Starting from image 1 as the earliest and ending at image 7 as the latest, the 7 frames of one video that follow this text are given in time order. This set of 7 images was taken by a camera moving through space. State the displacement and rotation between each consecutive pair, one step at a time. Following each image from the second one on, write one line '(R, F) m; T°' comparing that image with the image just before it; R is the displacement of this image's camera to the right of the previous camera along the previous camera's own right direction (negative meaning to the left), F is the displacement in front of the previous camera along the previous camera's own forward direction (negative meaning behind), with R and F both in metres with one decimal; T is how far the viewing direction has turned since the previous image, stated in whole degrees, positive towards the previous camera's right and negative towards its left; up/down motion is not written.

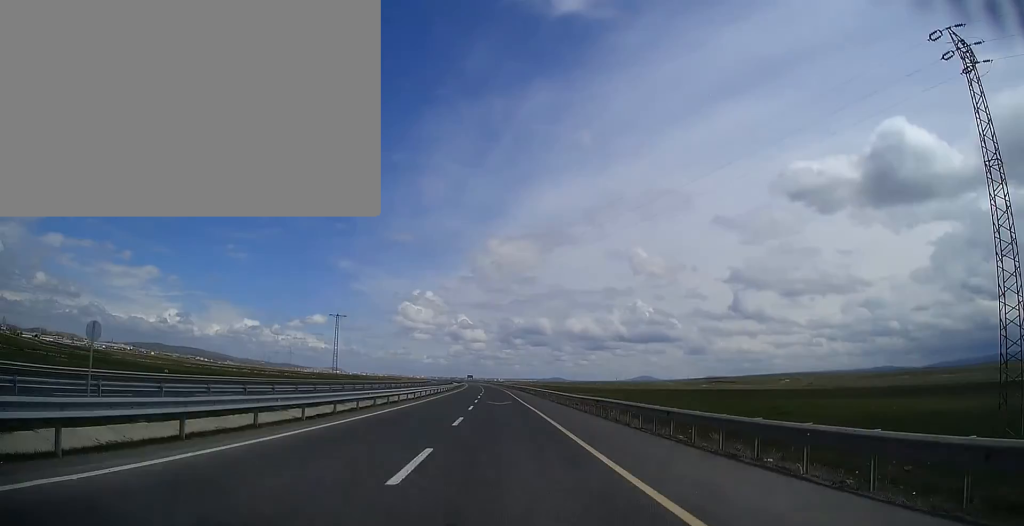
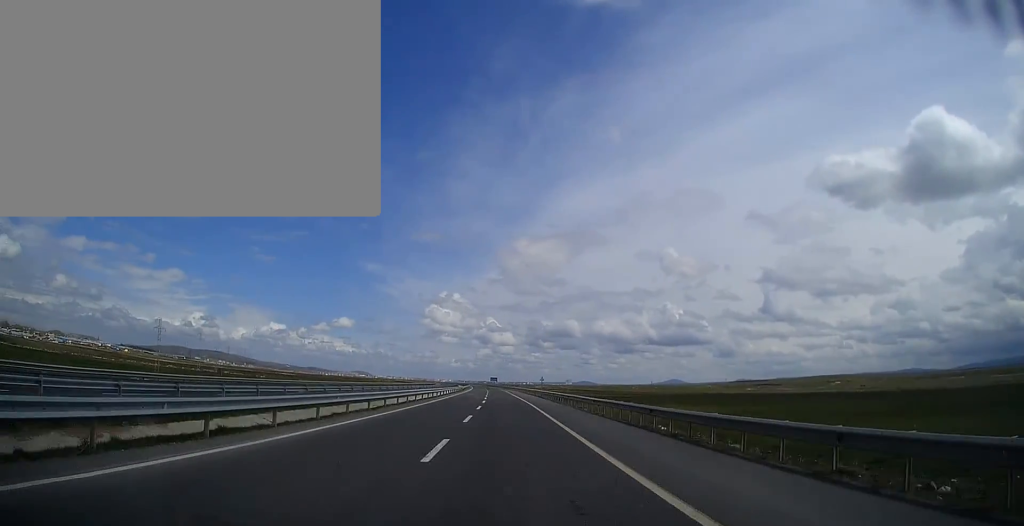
(-3.6, +141.8) m; -2°
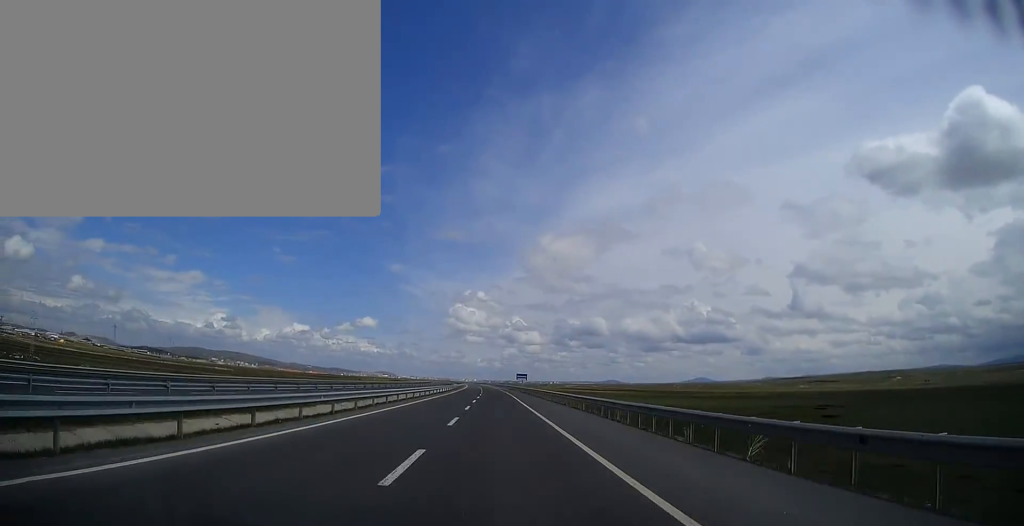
(-4.5, +177.7) m; -3°
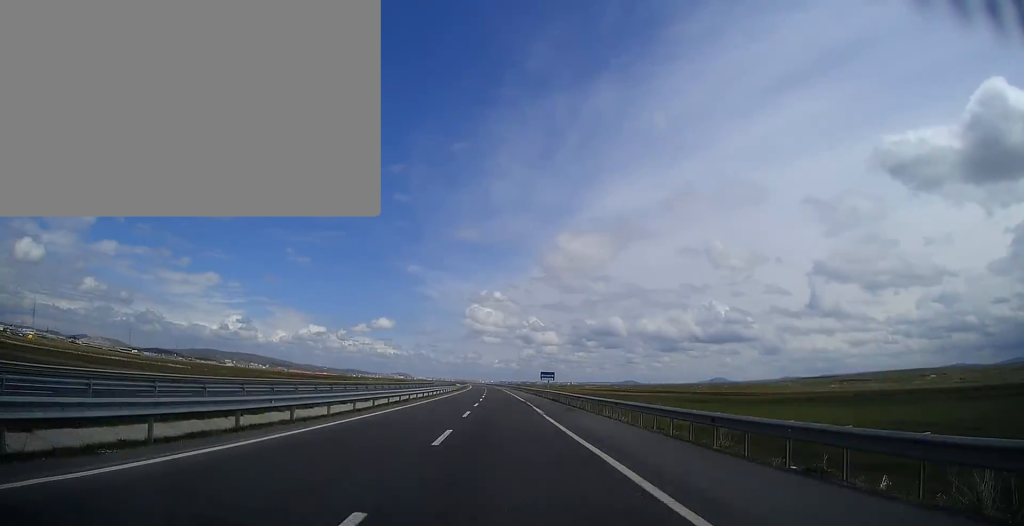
(-0.6, +78.2) m; -1°
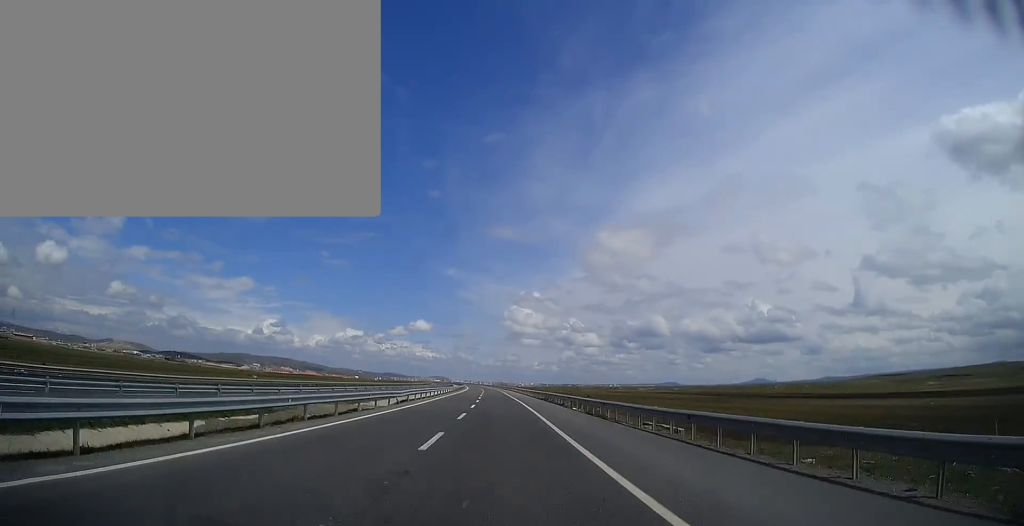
(-8.6, +249.5) m; -4°
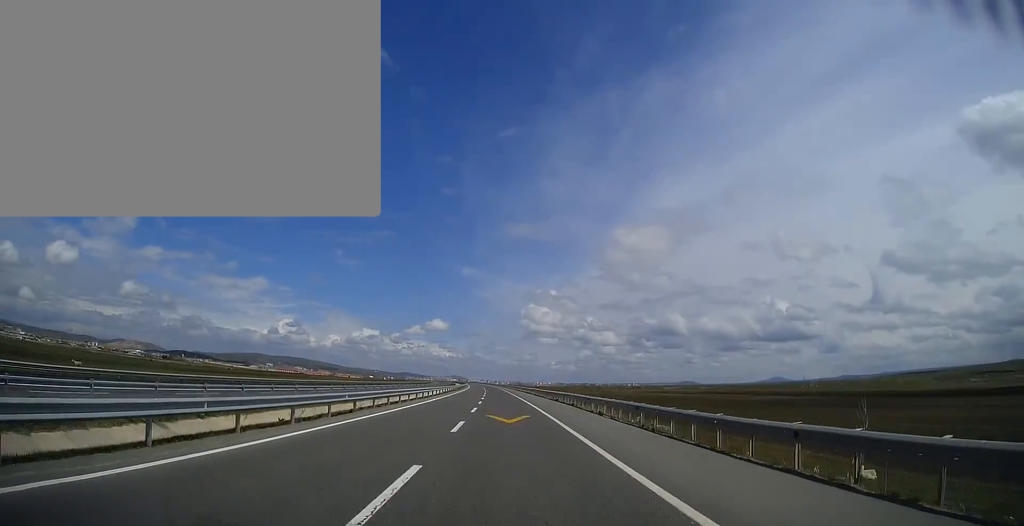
(-1.2, +88.2) m; -1°
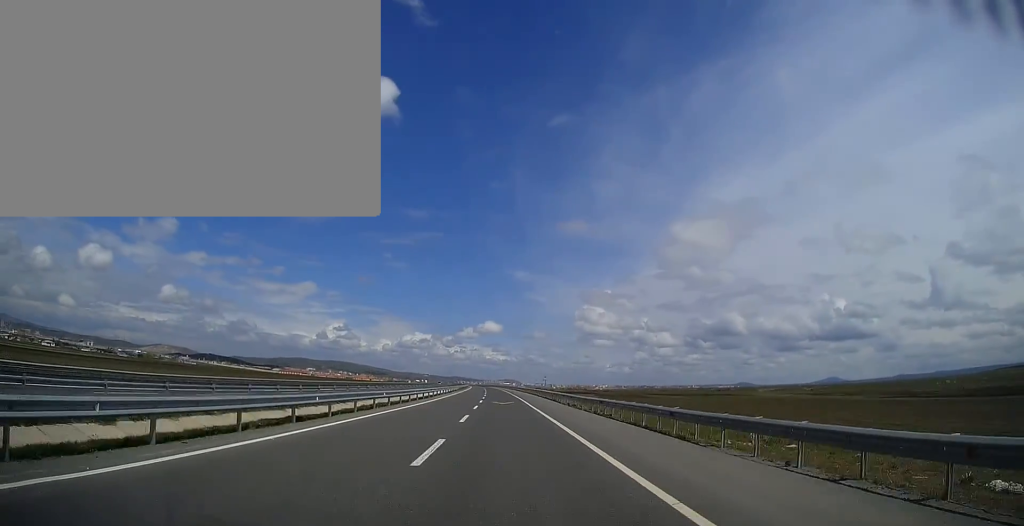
(-12.6, +305.2) m; -5°
